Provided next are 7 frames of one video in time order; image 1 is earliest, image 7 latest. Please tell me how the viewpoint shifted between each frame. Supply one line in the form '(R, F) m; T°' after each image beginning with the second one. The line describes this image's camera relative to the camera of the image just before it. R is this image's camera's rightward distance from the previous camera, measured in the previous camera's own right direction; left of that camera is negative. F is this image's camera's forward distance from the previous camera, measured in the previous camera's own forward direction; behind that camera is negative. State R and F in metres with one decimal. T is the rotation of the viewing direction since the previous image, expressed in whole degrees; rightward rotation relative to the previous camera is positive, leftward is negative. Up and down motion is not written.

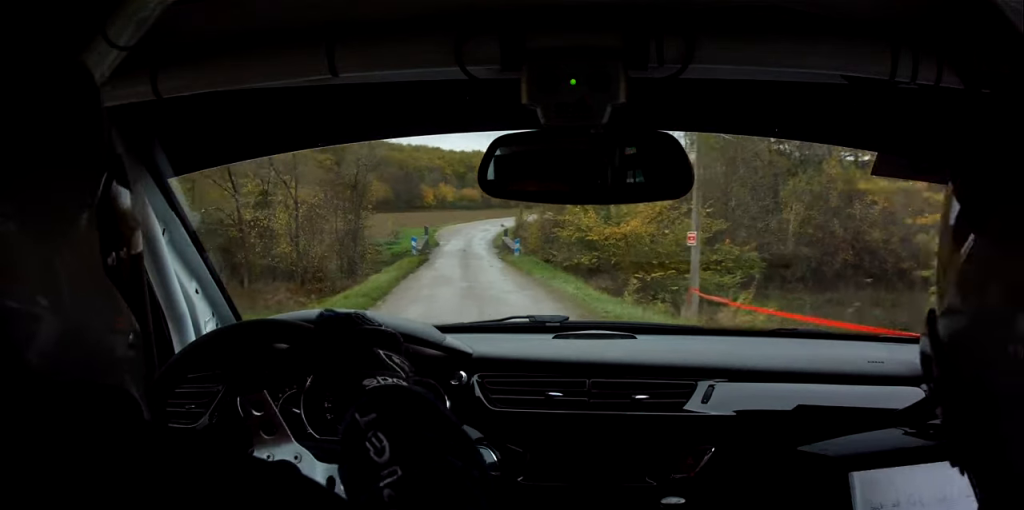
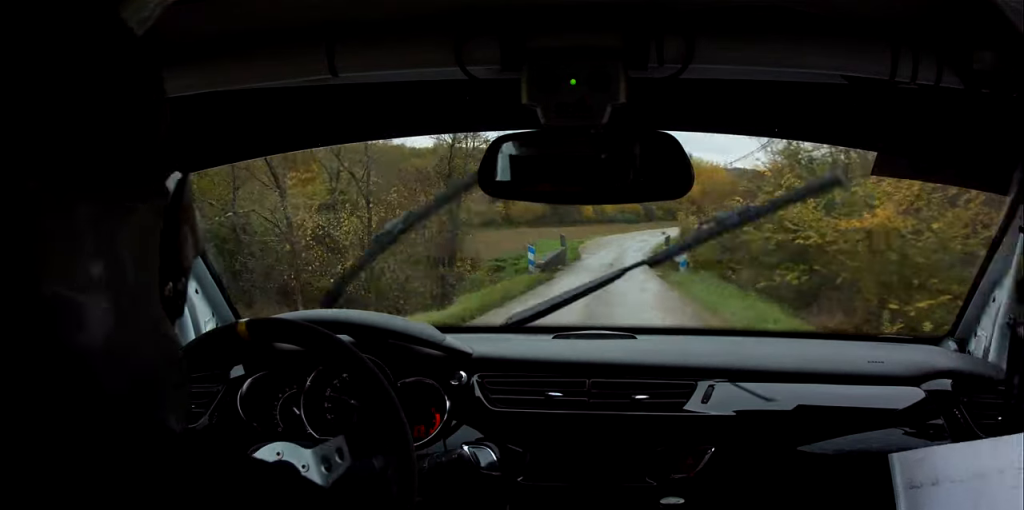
(-1.2, +13.4) m; -6°
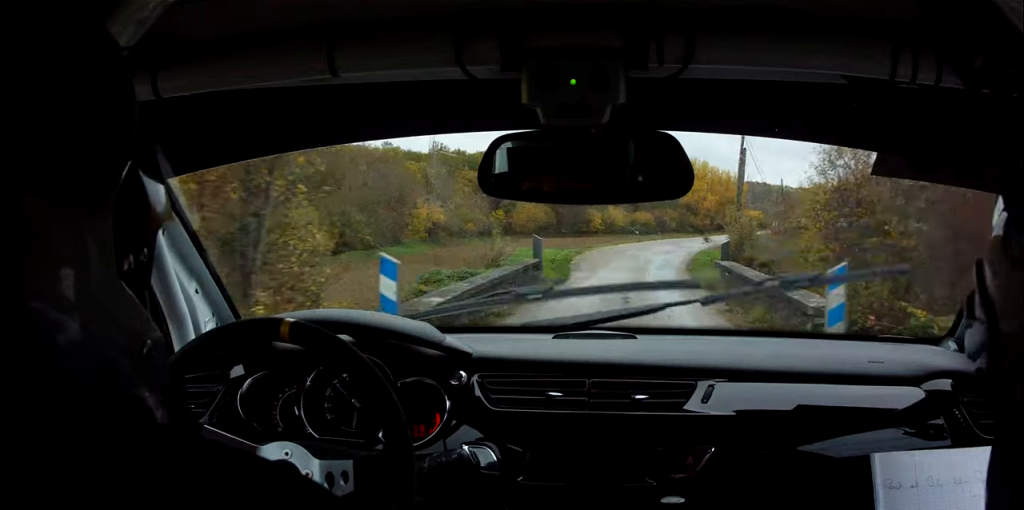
(-0.2, +17.8) m; +1°
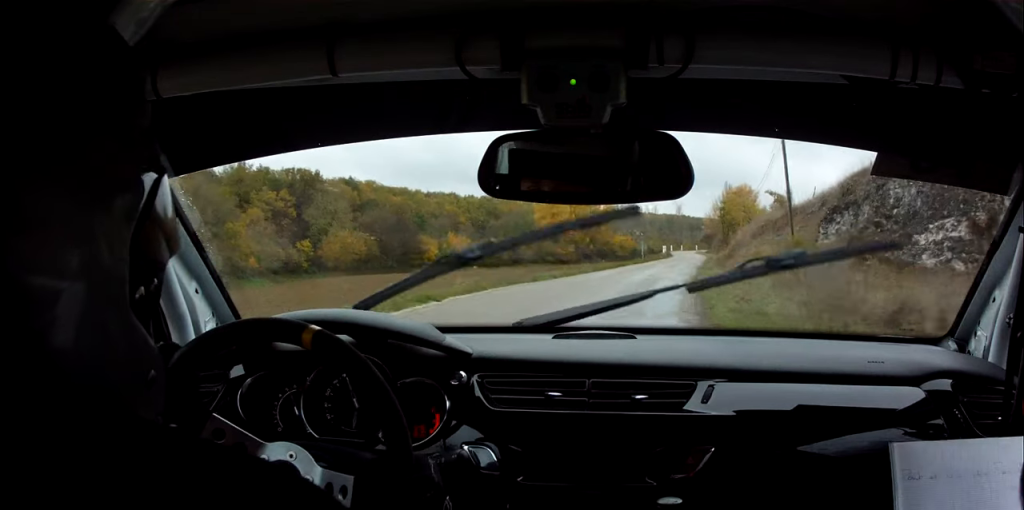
(+4.0, +50.7) m; +9°
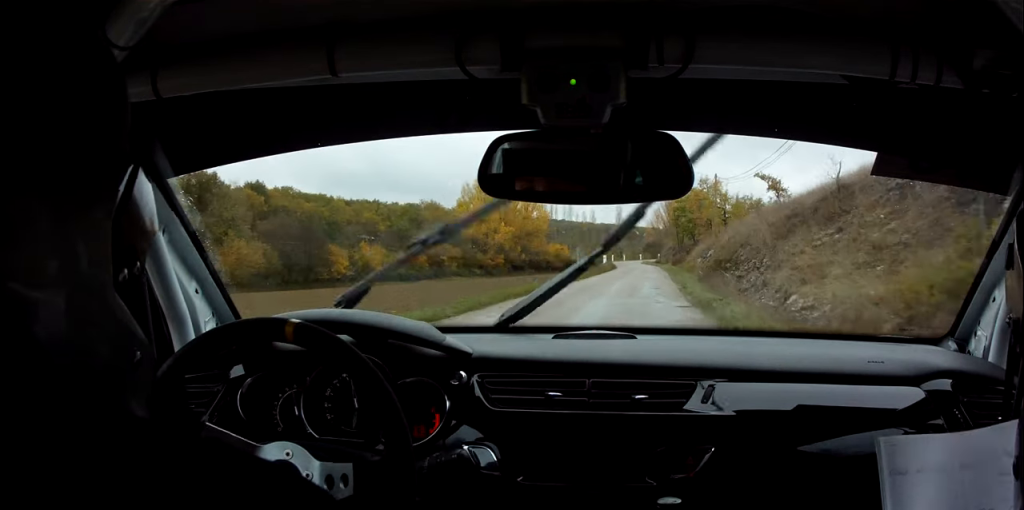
(+0.9, +22.3) m; +3°
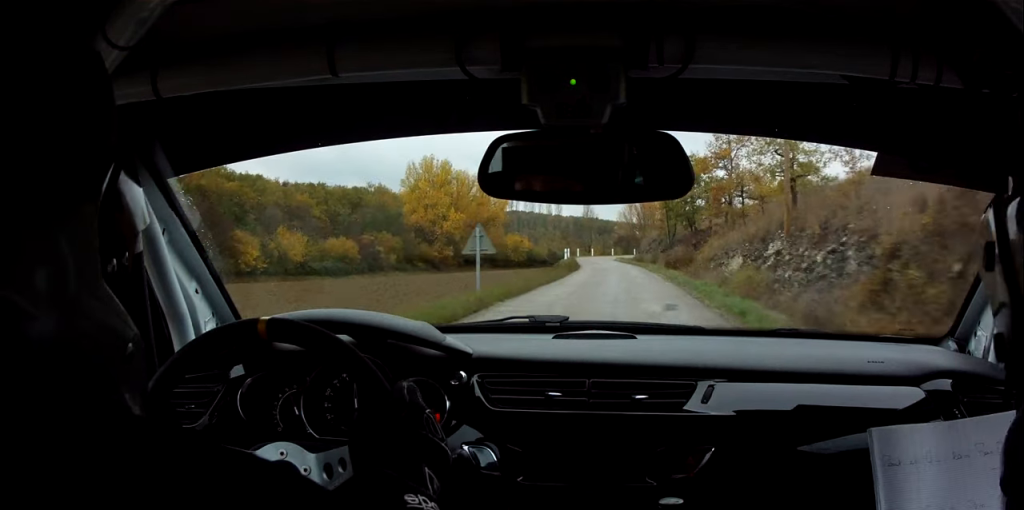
(+0.3, +30.6) m; +2°
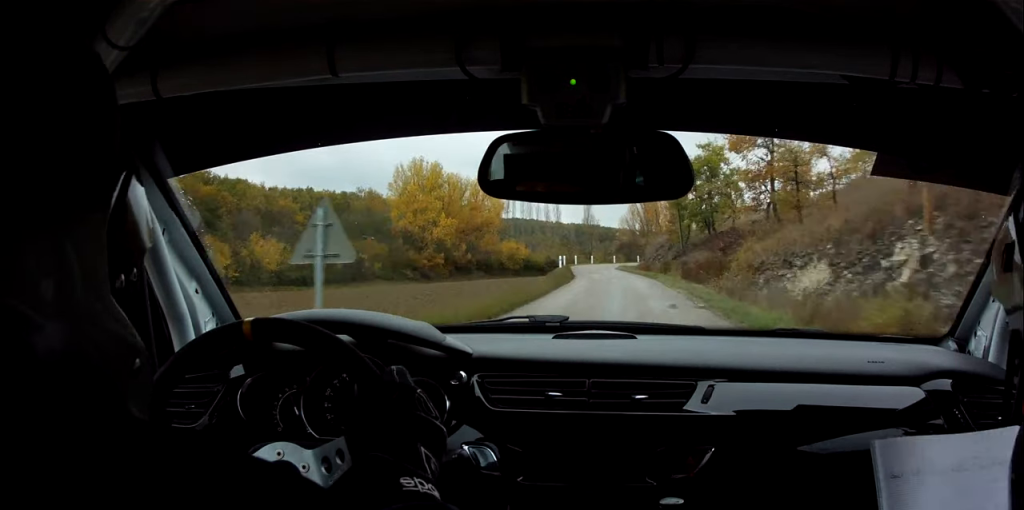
(+0.3, +12.3) m; 0°
